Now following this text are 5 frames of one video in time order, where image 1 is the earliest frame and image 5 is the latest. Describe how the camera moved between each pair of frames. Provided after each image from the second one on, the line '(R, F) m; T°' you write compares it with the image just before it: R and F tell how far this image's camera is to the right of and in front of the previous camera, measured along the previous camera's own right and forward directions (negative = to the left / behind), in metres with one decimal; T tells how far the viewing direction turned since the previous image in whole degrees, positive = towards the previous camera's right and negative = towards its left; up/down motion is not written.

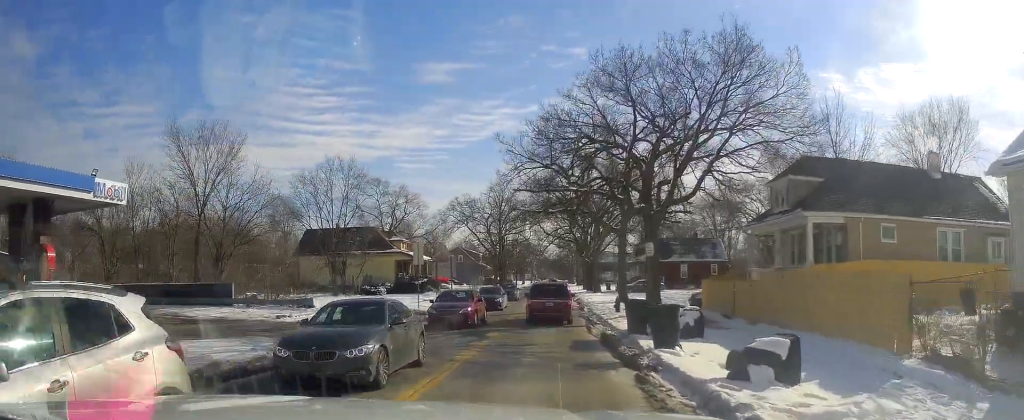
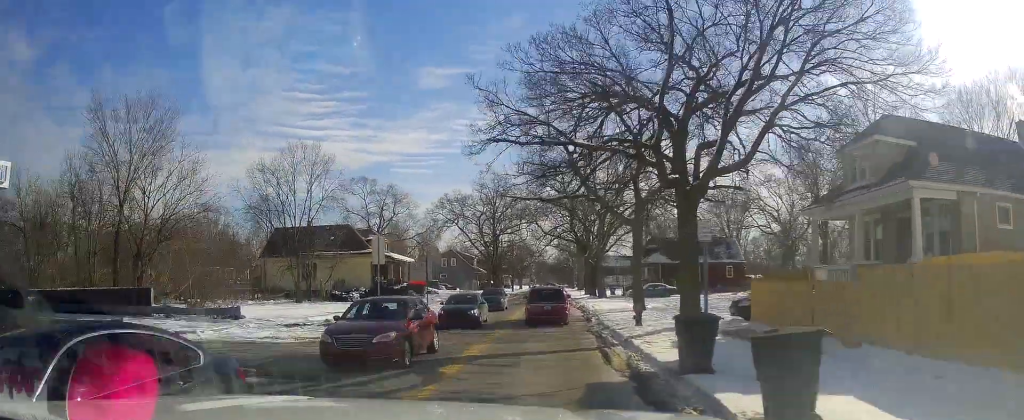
(-0.3, +6.9) m; -2°
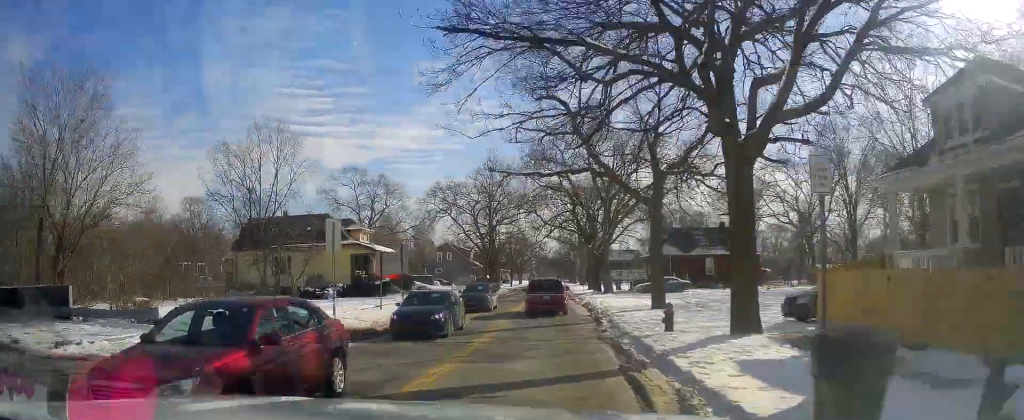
(+0.1, +5.5) m; -1°
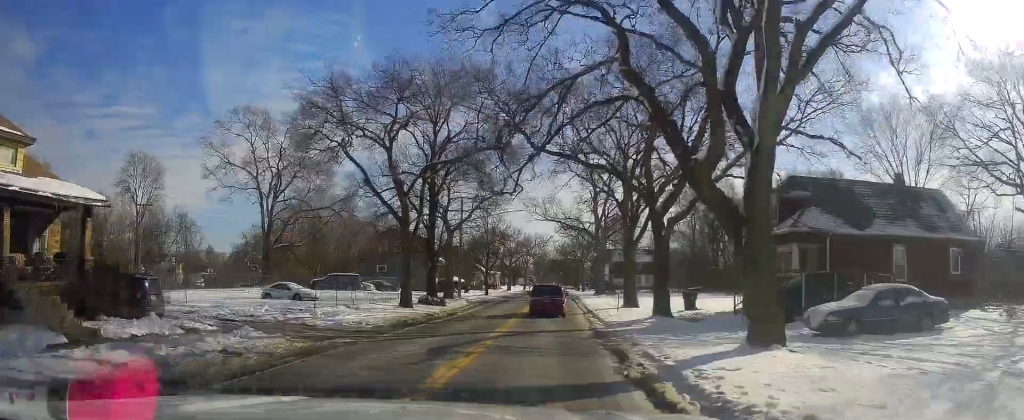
(-0.5, +36.2) m; +2°
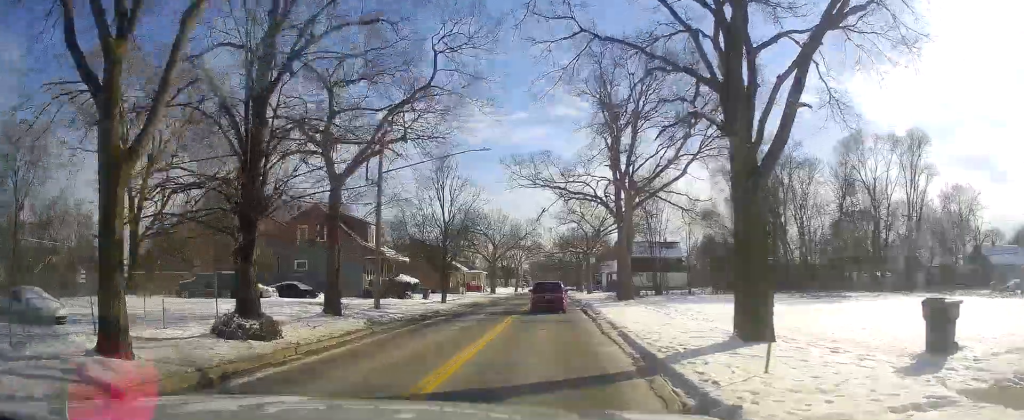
(+0.3, +23.2) m; -2°
